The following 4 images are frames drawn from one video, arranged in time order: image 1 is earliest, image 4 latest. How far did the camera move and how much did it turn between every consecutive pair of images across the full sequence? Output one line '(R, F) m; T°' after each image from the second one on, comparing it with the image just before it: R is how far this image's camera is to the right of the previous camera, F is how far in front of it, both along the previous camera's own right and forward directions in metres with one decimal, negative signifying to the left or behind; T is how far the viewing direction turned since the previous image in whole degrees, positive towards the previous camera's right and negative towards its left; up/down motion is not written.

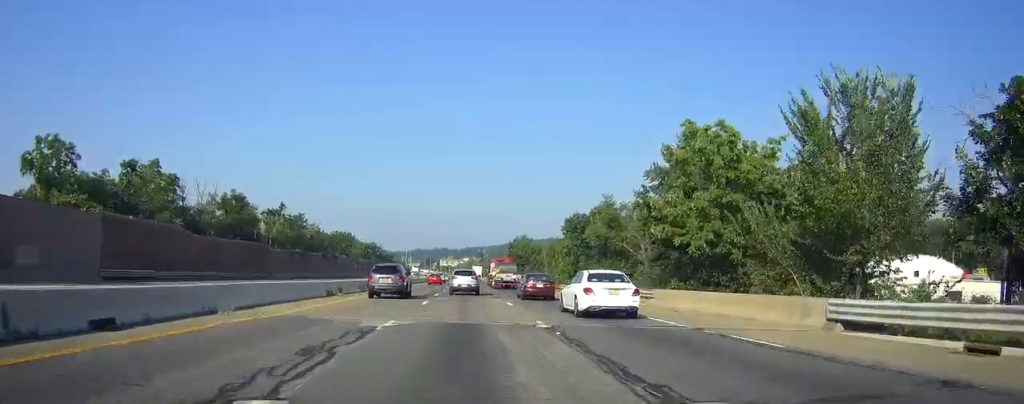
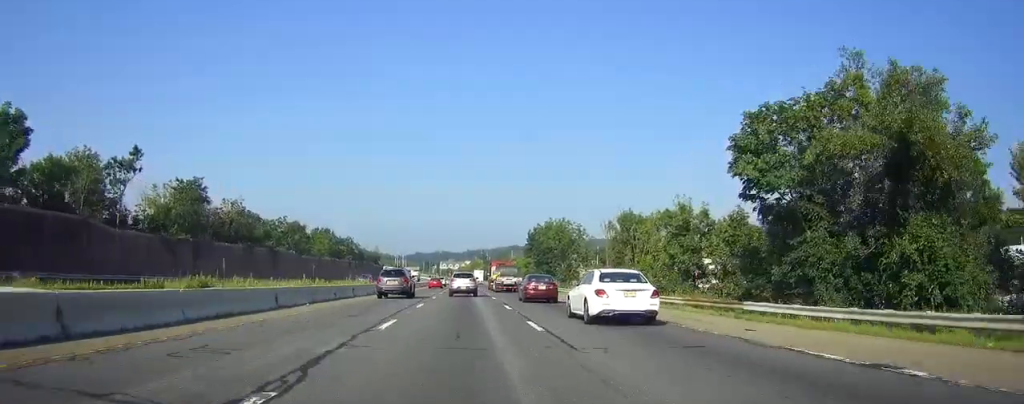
(+0.4, +48.1) m; +1°
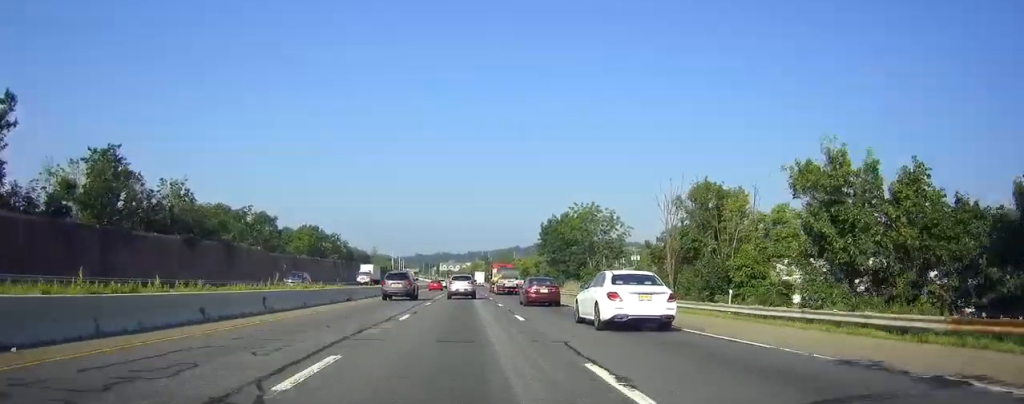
(+0.1, +19.6) m; 0°
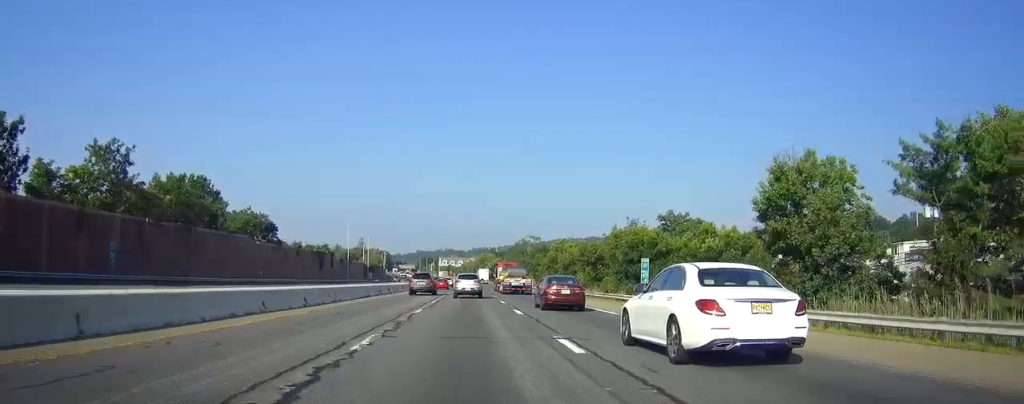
(-0.4, +101.1) m; -1°
